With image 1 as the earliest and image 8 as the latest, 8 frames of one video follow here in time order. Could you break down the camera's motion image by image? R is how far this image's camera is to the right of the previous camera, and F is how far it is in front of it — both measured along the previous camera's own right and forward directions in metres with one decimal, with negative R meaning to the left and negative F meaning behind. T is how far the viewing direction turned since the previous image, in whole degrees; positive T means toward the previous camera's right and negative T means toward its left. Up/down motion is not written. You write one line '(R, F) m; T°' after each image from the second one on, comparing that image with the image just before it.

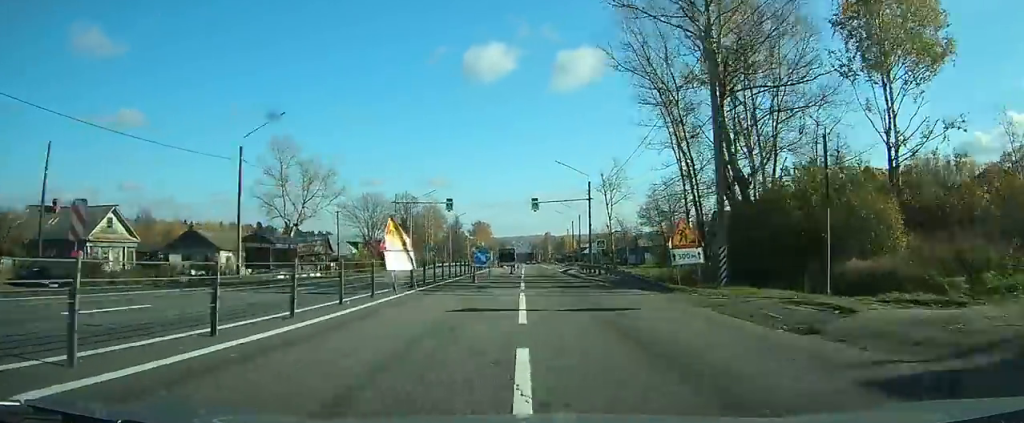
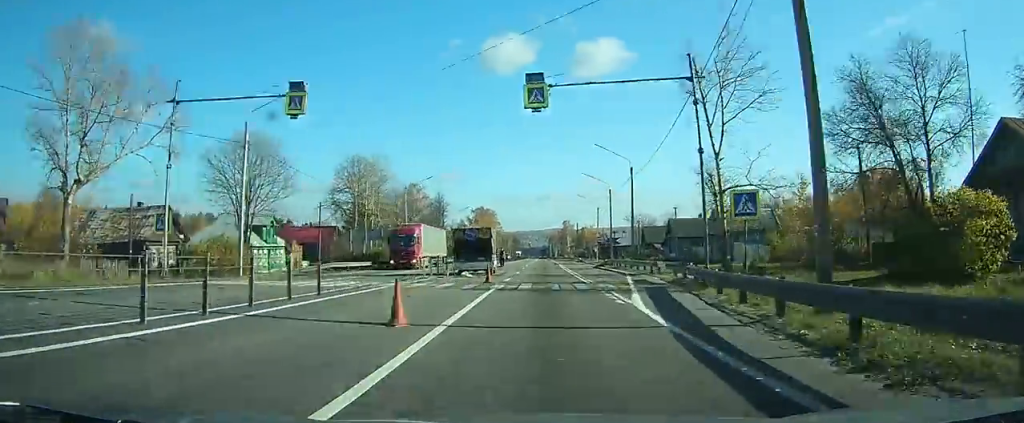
(+0.2, +49.5) m; -1°
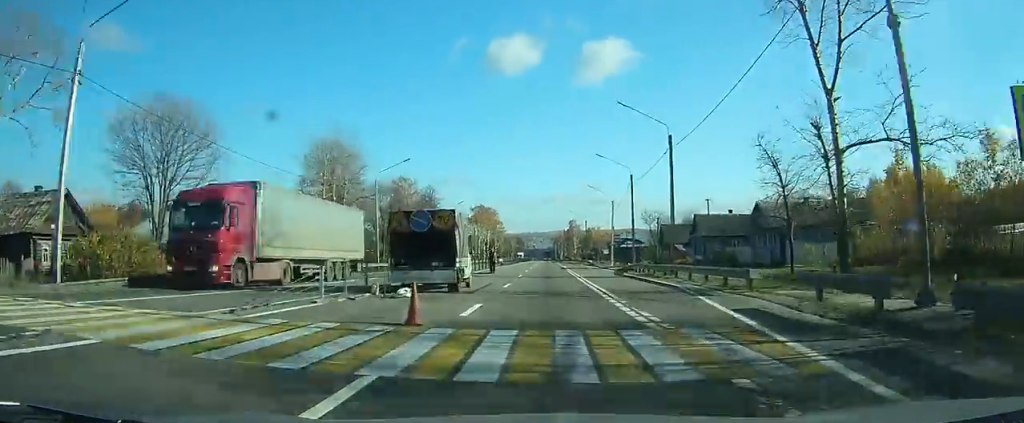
(-0.2, +14.0) m; -1°
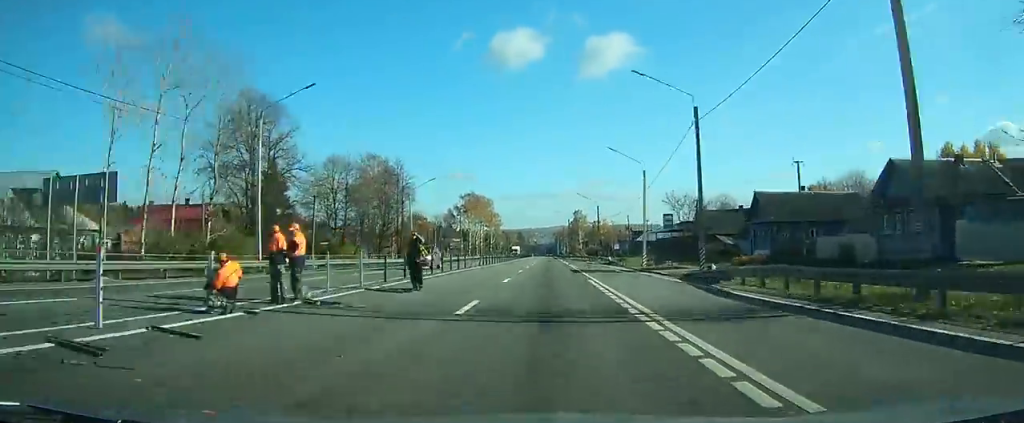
(-0.2, +24.1) m; -1°
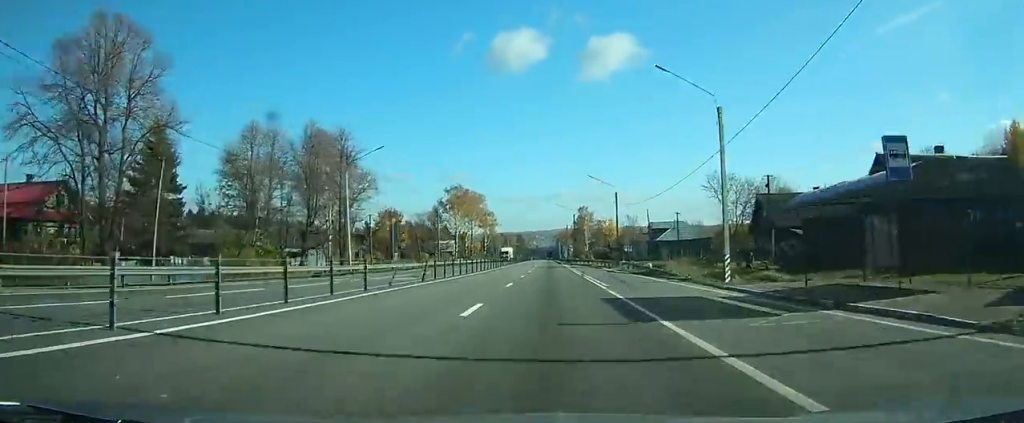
(-0.3, +23.9) m; 0°
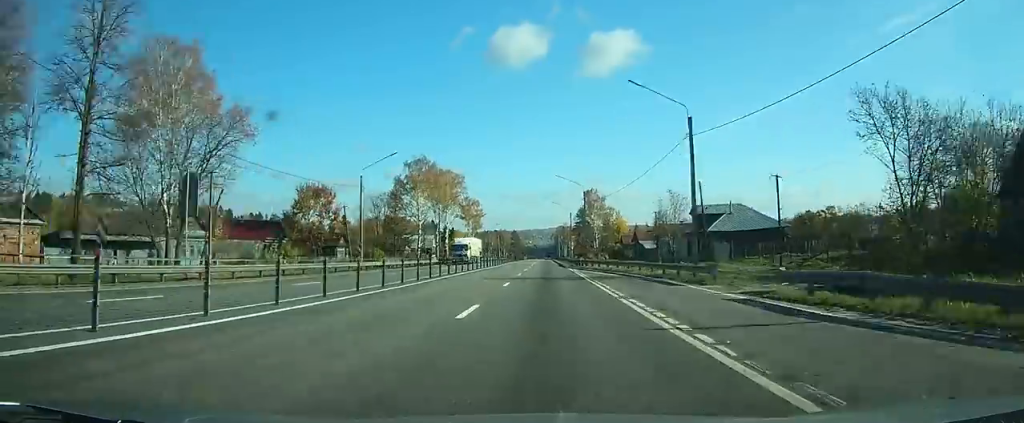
(+0.3, +35.9) m; +1°
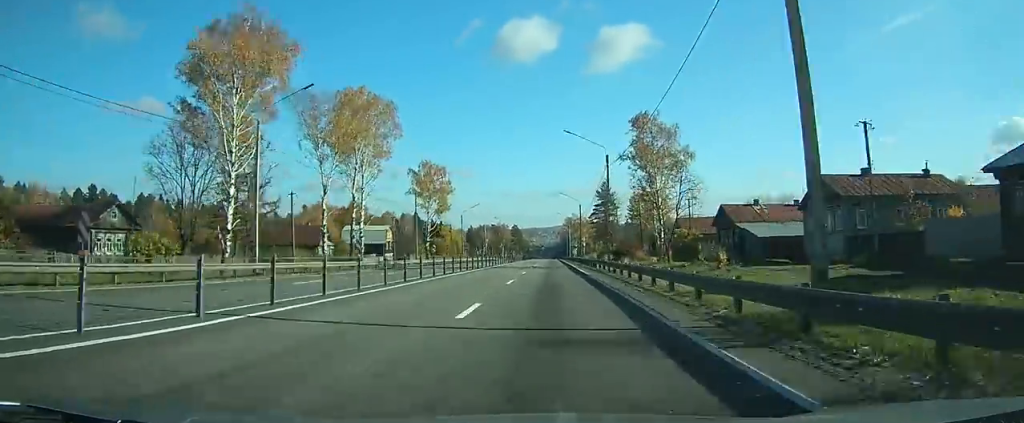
(0.0, +61.3) m; 0°
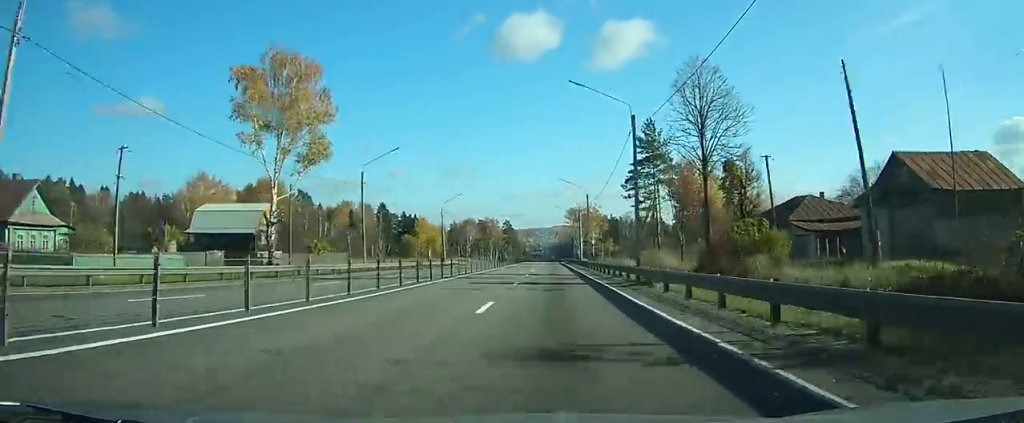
(0.0, +55.8) m; 0°
